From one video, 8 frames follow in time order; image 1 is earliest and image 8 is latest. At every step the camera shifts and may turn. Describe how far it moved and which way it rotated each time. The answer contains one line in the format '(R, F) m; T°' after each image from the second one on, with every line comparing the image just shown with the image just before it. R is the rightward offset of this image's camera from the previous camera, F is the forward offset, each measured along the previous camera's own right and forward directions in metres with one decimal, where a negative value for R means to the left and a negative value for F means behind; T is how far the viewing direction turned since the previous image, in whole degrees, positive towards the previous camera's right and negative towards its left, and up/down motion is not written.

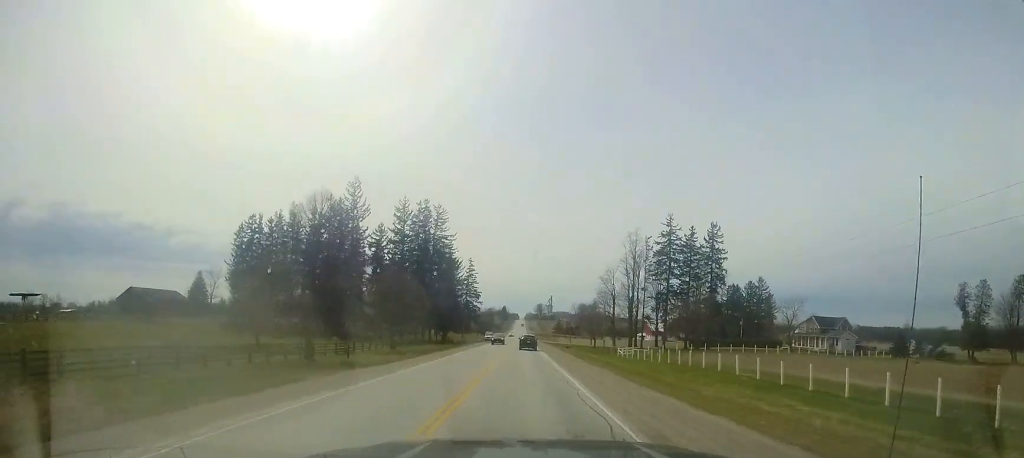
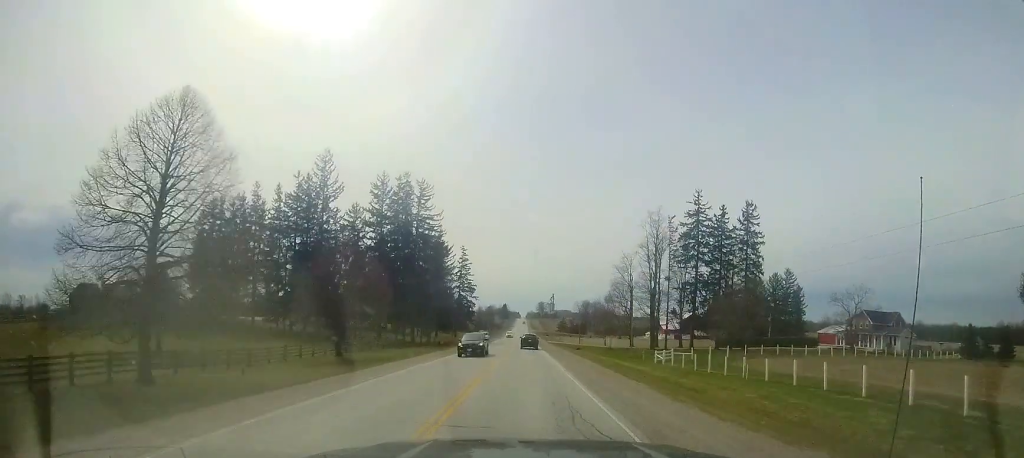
(+0.1, +14.7) m; 0°
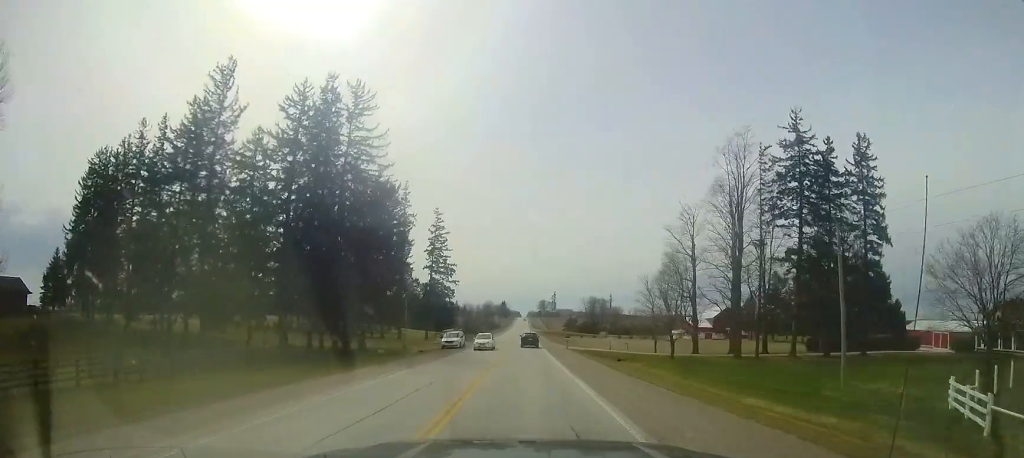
(+0.3, +30.8) m; +1°
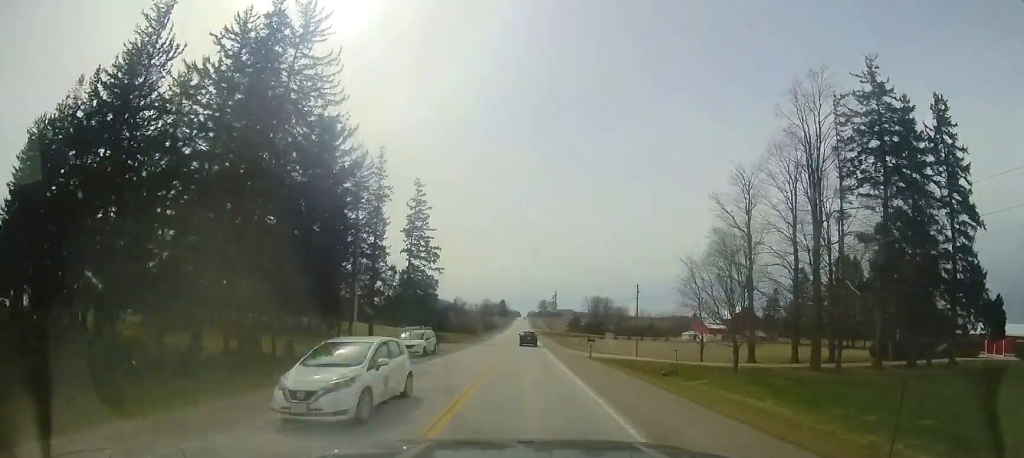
(0.0, +13.6) m; 0°
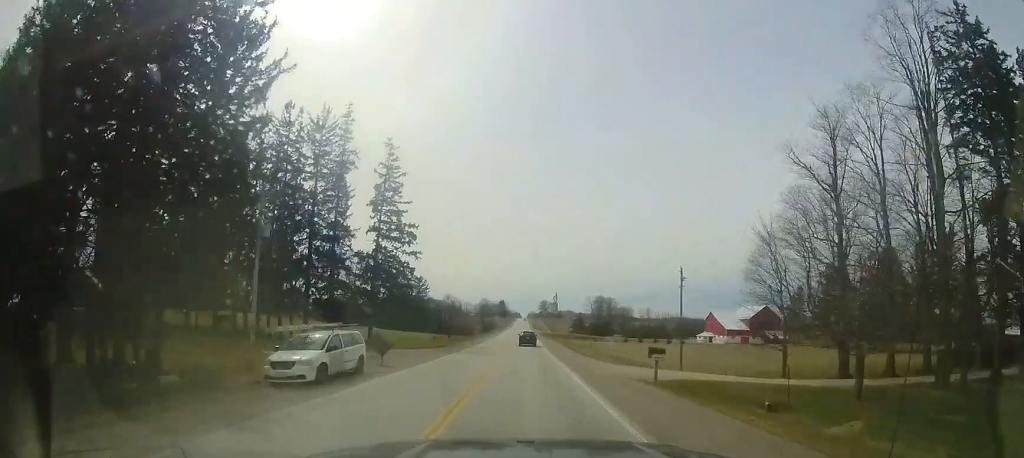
(+0.1, +12.8) m; -1°
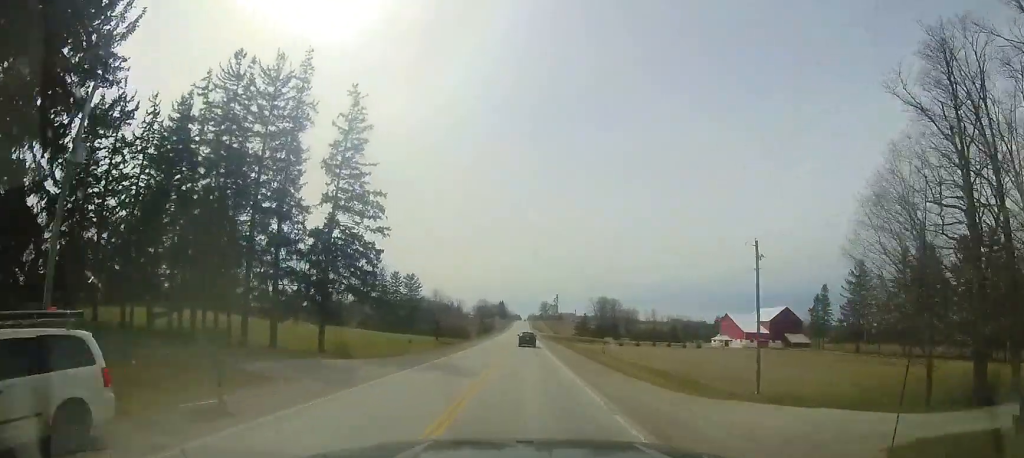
(+0.1, +11.1) m; 0°
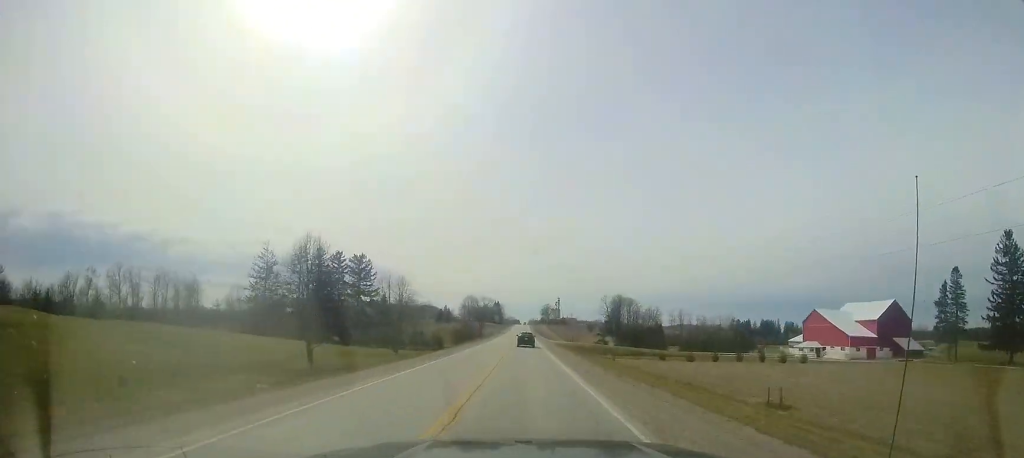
(-0.3, +41.6) m; 0°
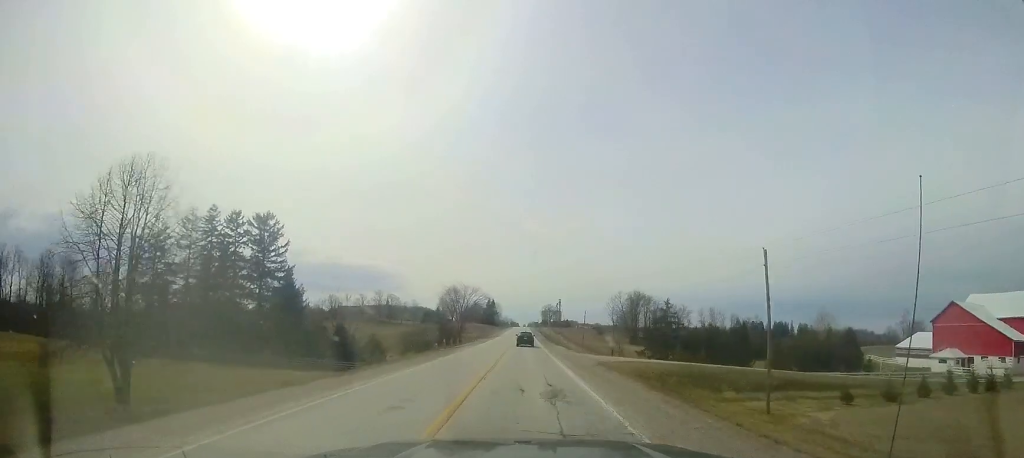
(-0.3, +35.8) m; 0°
